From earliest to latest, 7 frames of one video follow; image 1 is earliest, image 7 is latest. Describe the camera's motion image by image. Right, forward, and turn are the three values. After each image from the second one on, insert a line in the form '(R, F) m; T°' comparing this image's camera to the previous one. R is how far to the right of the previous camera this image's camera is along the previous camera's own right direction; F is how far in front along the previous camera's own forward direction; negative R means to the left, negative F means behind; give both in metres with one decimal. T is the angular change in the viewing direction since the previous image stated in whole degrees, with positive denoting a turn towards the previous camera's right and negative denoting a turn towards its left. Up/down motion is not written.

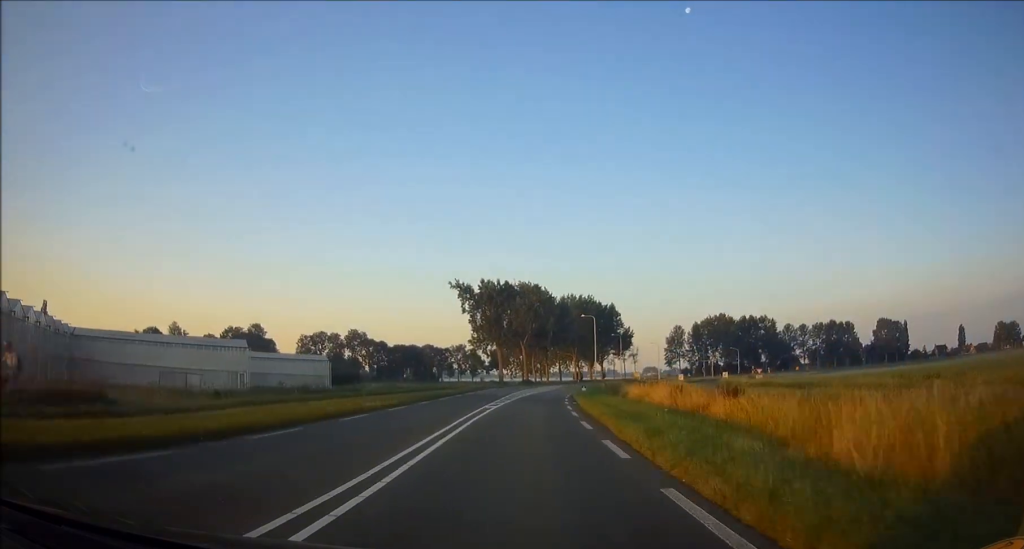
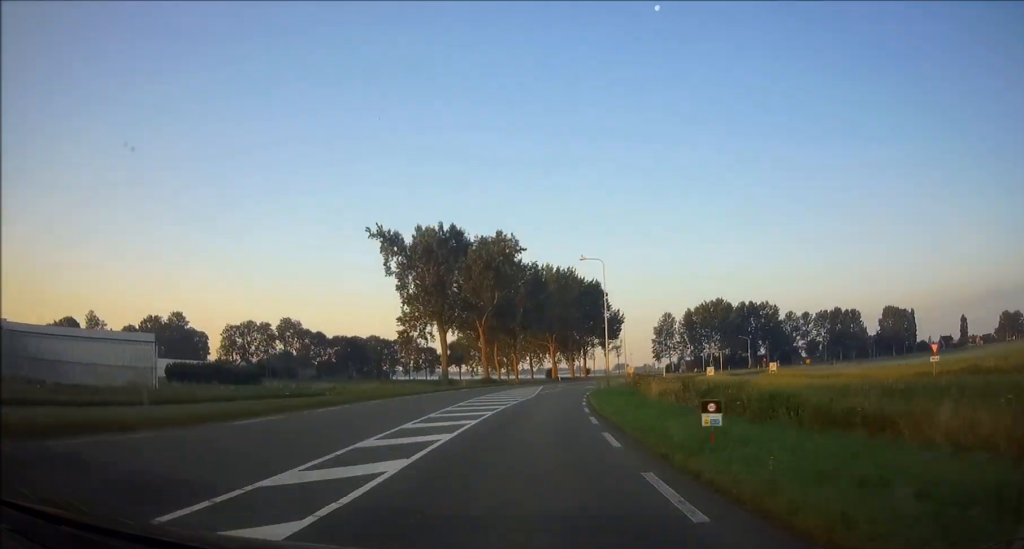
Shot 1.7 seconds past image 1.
(+0.4, +40.8) m; +1°
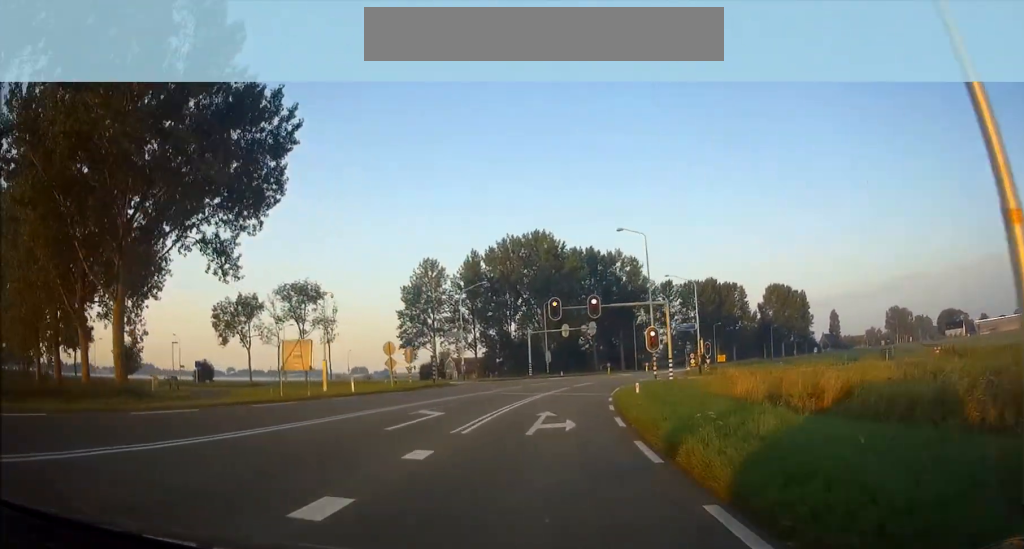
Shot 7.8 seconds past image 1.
(+17.9, +112.2) m; +24°
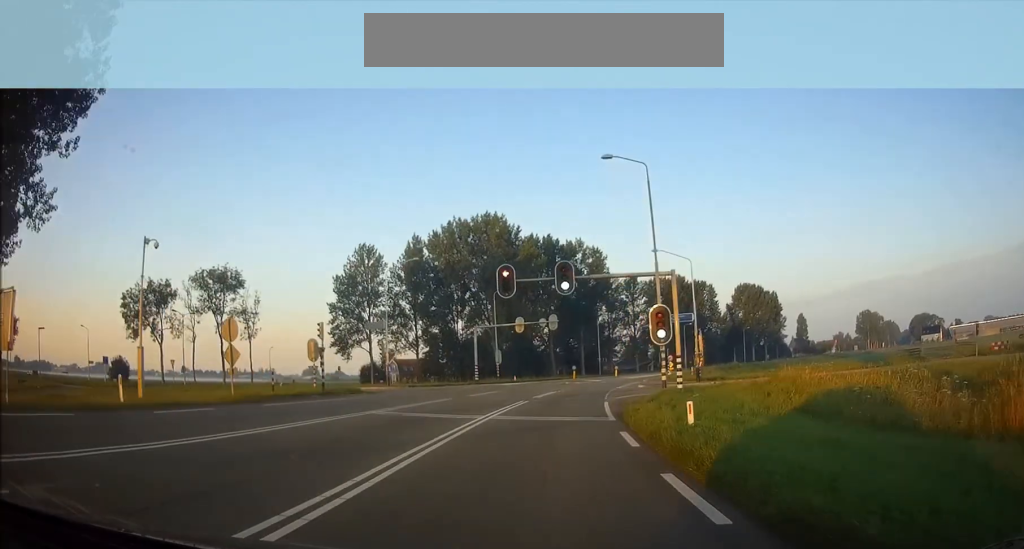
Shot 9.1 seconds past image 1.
(+1.1, +16.0) m; +5°
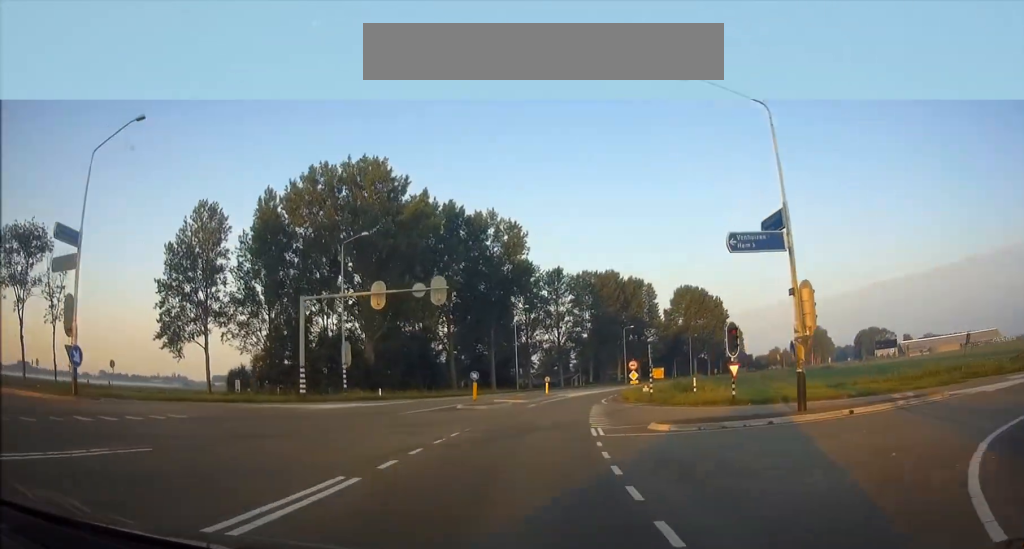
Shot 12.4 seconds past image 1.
(+3.3, +38.2) m; +9°
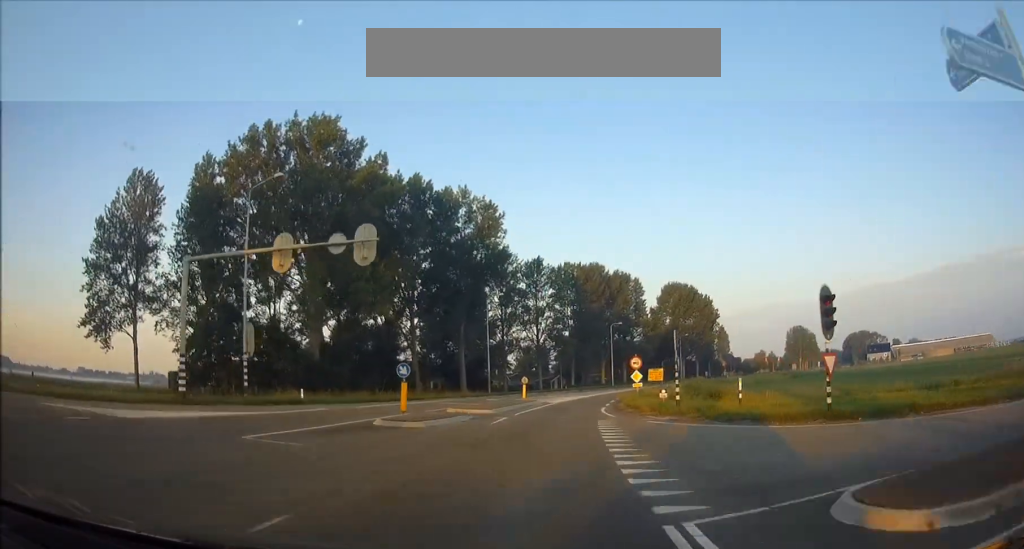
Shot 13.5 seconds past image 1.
(0.0, +13.3) m; +3°
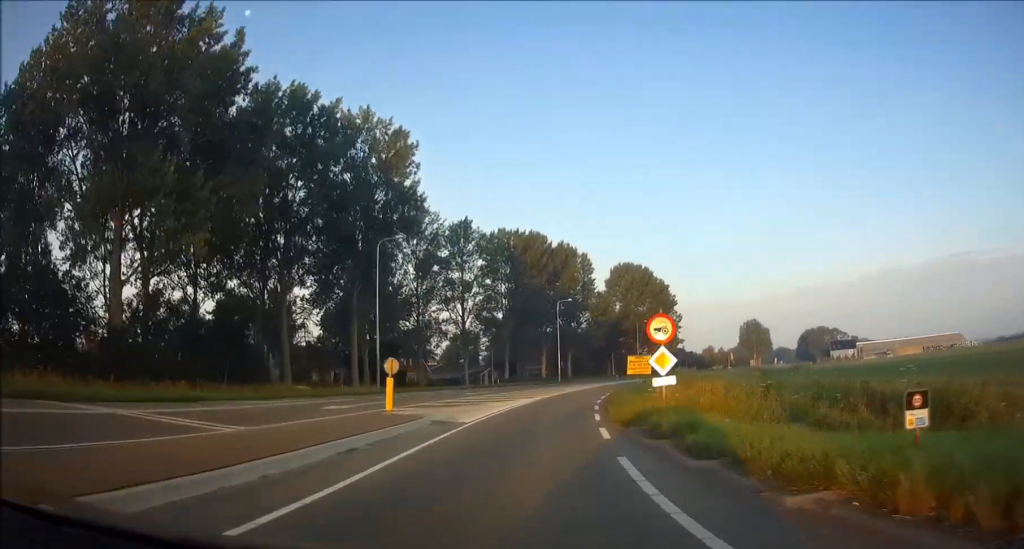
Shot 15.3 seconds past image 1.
(+1.0, +23.7) m; +5°
